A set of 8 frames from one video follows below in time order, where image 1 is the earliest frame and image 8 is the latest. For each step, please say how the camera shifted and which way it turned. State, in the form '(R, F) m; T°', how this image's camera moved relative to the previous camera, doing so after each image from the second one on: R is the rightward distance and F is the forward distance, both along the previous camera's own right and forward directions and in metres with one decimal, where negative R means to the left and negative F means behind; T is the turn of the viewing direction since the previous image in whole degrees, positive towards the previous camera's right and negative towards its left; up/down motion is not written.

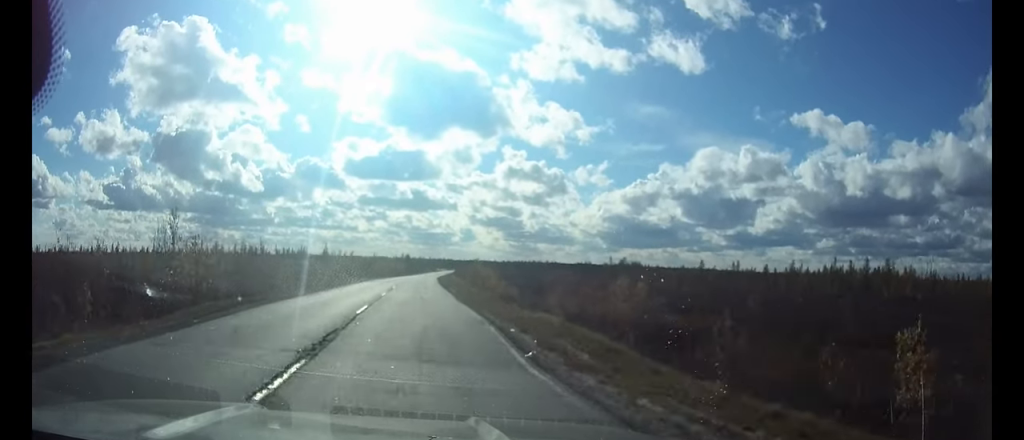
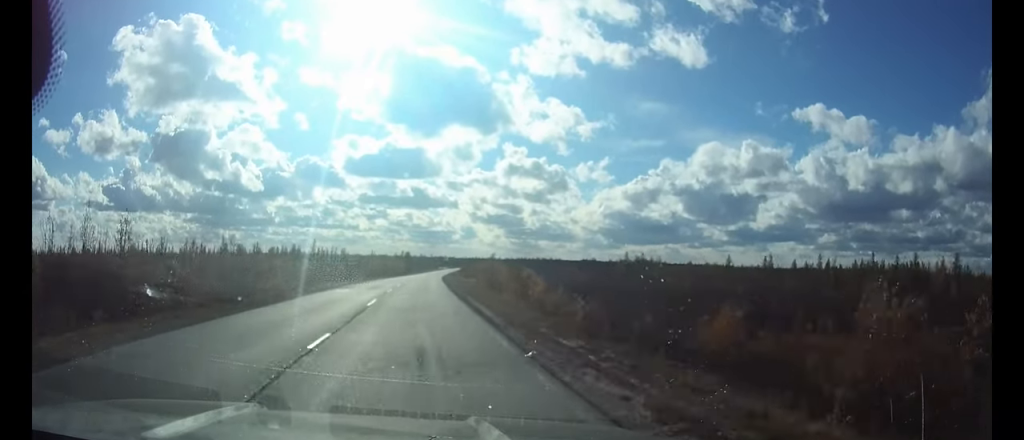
(+0.1, +21.1) m; 0°
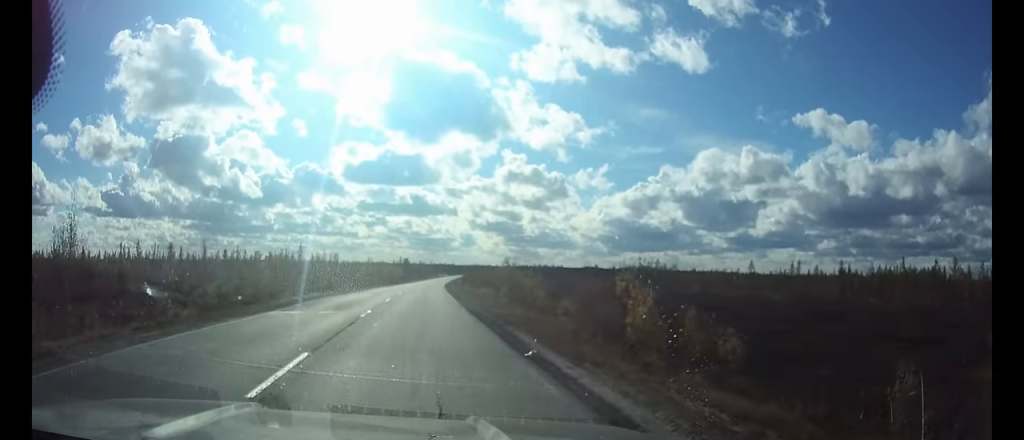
(0.0, +15.8) m; 0°
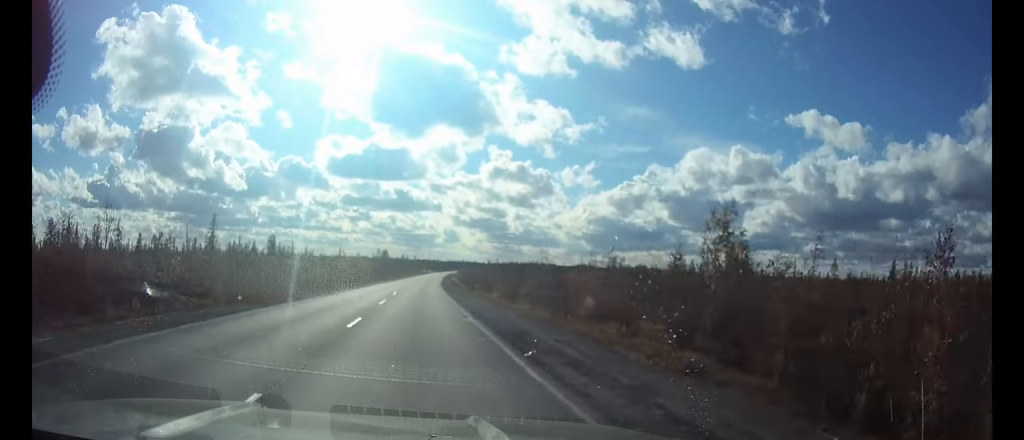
(+0.6, +51.6) m; +1°
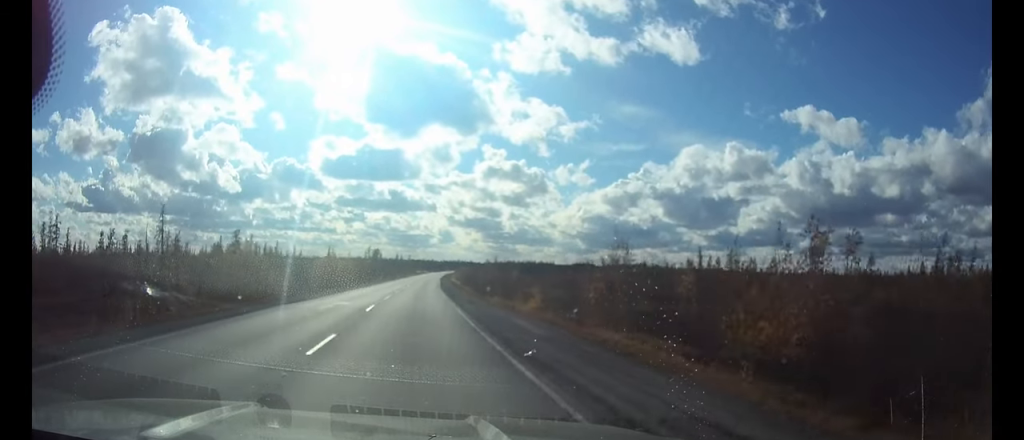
(+0.1, +16.9) m; 0°
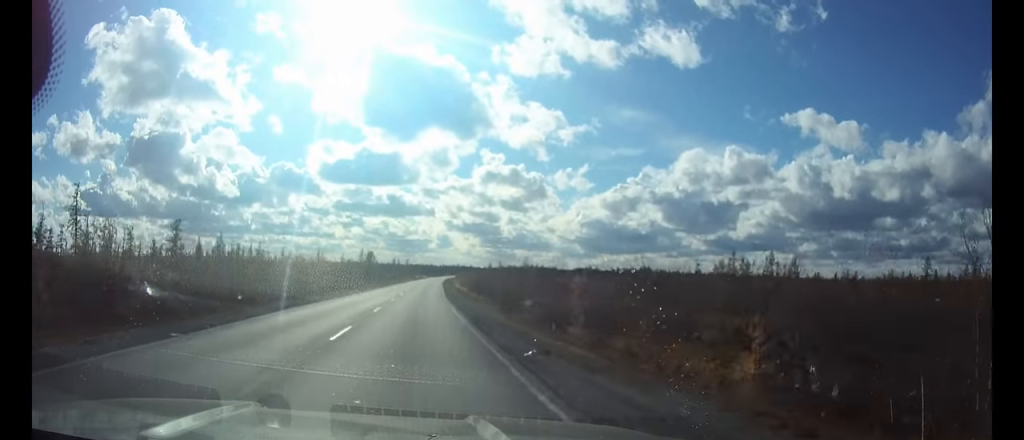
(+0.1, +19.8) m; +1°
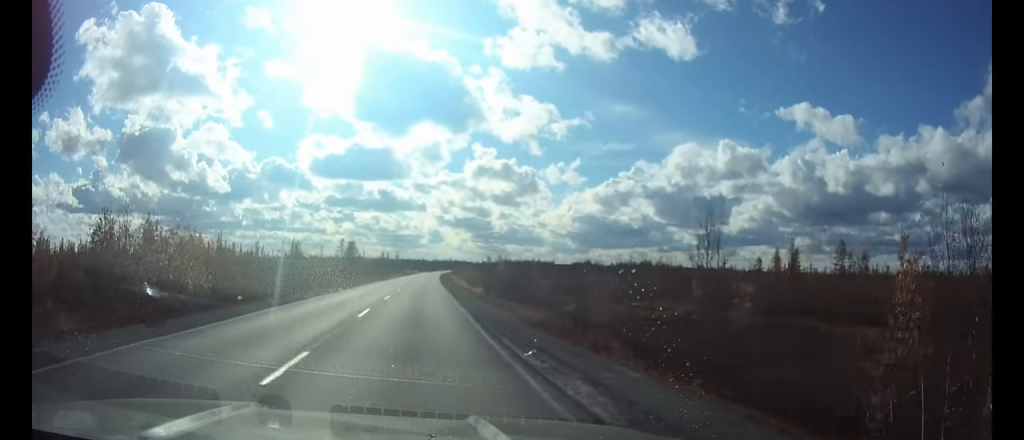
(+0.2, +31.1) m; +1°
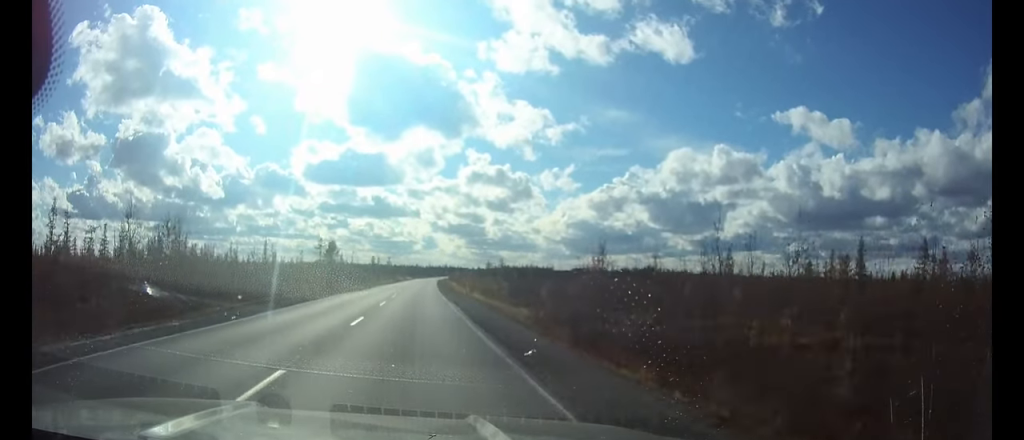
(+0.1, +25.6) m; 0°
